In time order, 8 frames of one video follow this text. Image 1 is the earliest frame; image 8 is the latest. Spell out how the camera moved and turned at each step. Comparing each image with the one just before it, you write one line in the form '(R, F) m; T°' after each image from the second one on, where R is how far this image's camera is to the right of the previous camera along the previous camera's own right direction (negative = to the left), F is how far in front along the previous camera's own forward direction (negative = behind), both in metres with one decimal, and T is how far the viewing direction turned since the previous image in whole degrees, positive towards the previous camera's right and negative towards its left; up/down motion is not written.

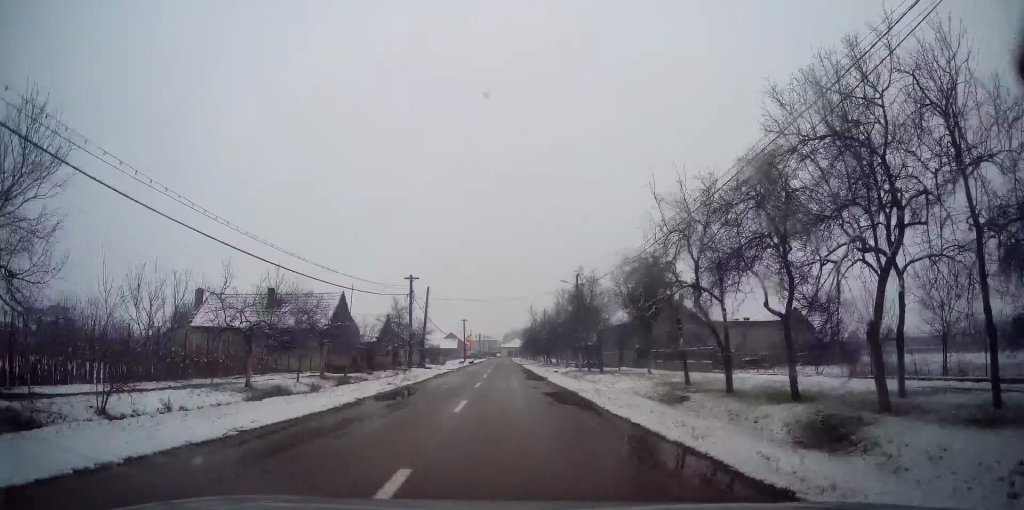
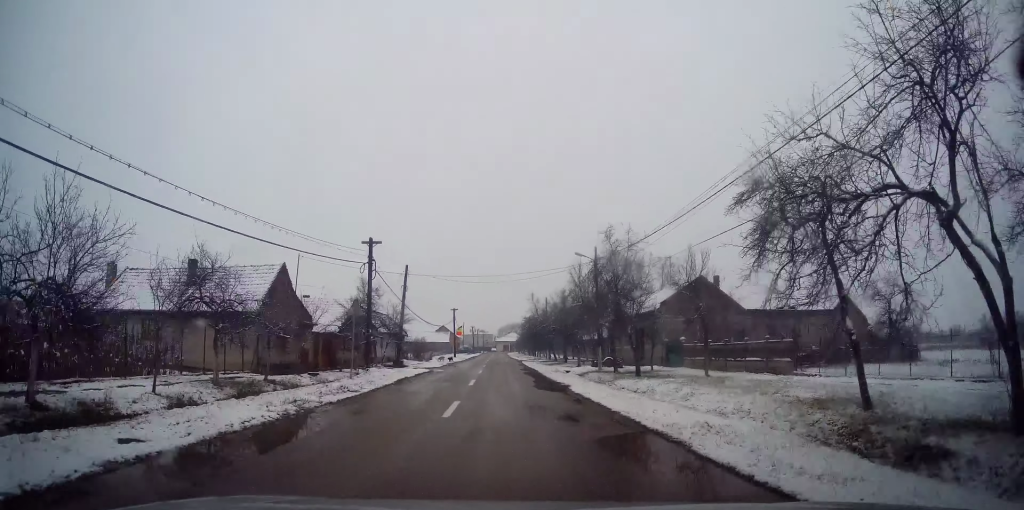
(0.0, +9.9) m; +1°
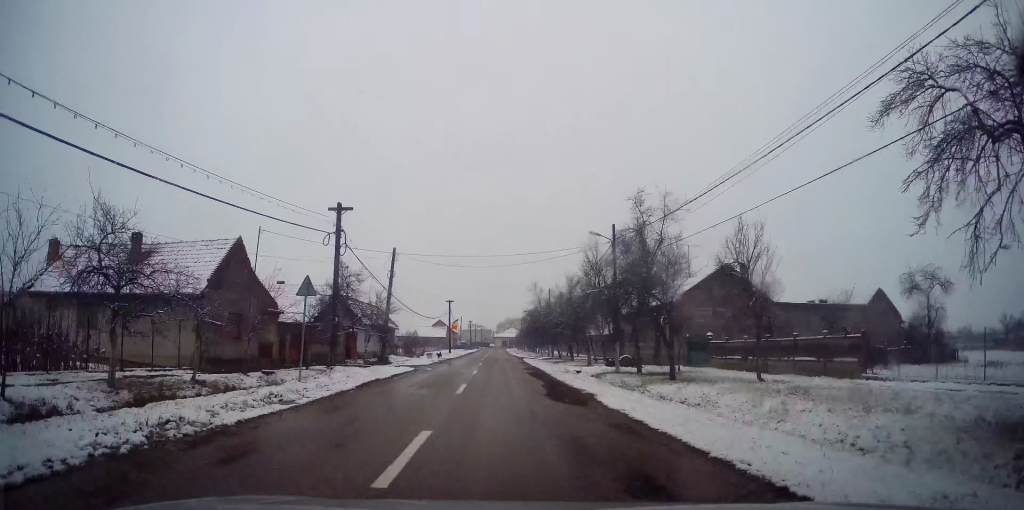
(-0.1, +5.1) m; +1°
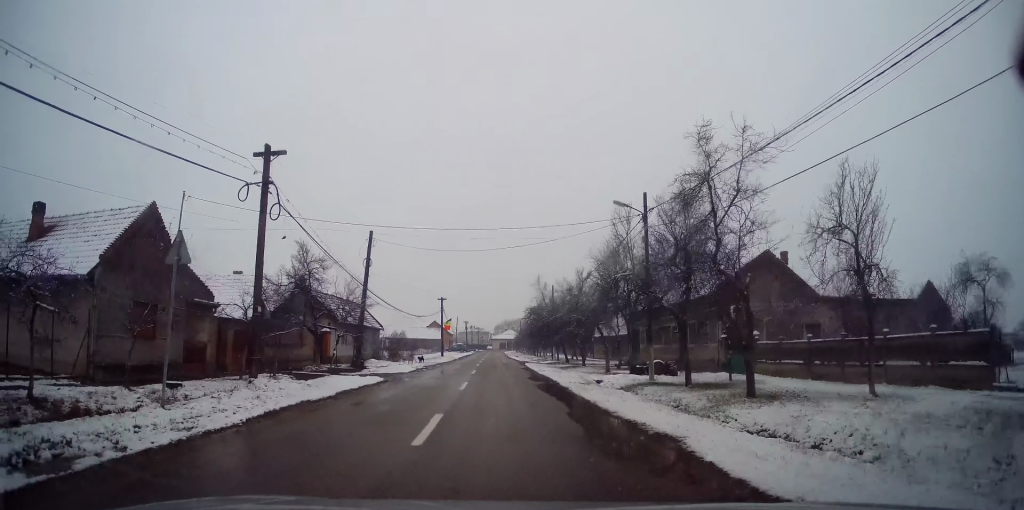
(+0.2, +6.5) m; +1°
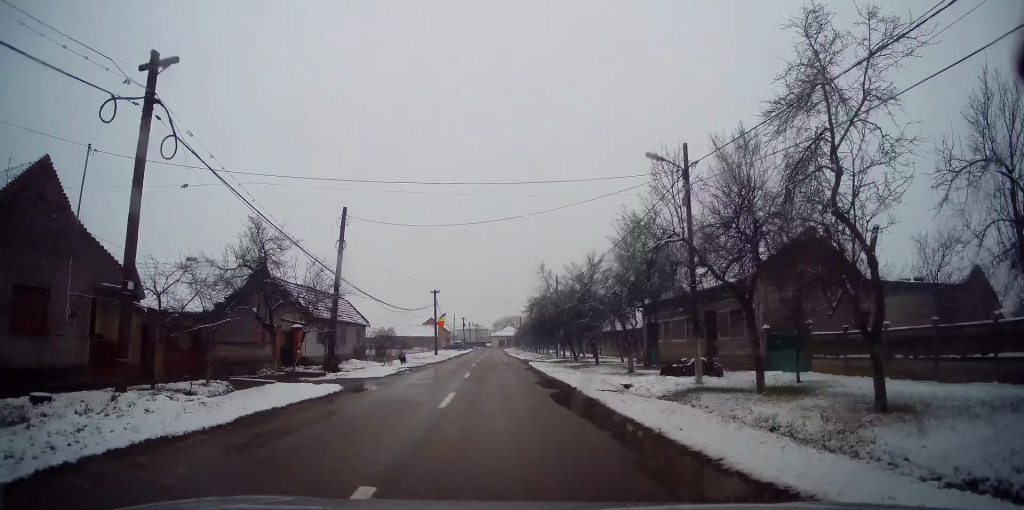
(+0.1, +5.2) m; +1°
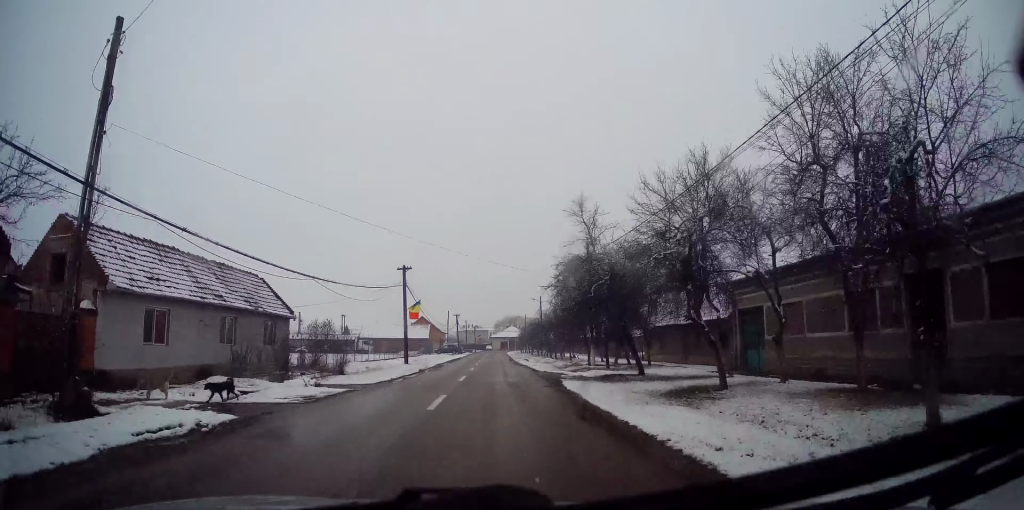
(-0.2, +17.8) m; -3°
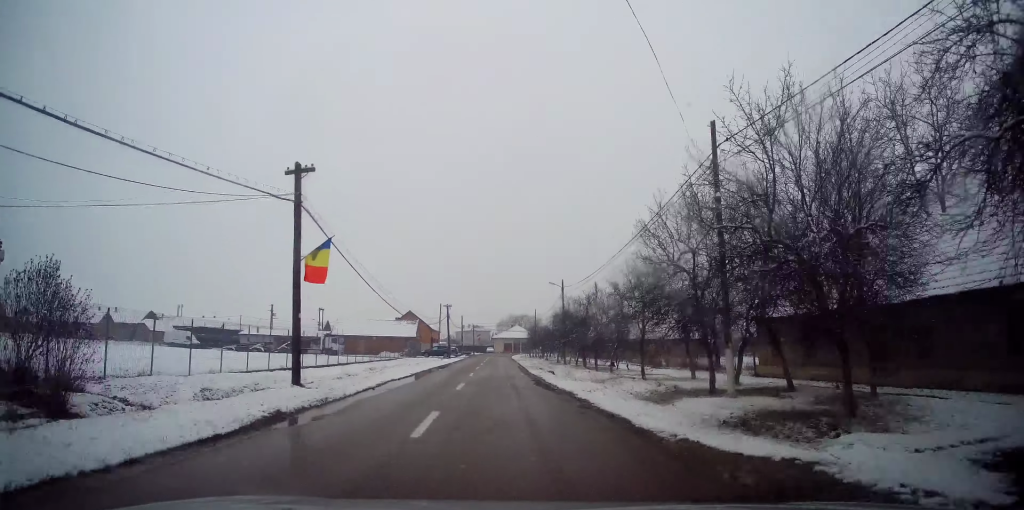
(-0.1, +19.9) m; +2°
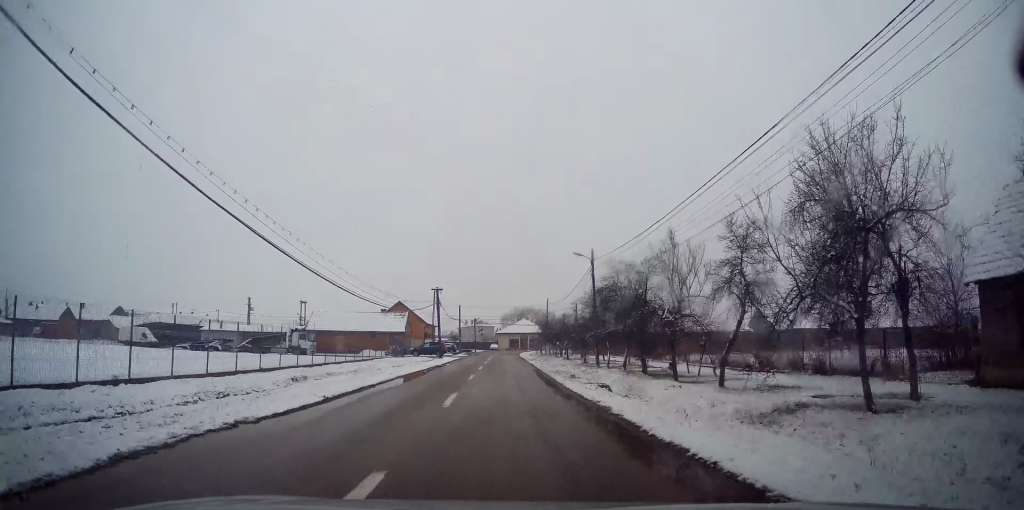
(+0.2, +14.3) m; 0°
